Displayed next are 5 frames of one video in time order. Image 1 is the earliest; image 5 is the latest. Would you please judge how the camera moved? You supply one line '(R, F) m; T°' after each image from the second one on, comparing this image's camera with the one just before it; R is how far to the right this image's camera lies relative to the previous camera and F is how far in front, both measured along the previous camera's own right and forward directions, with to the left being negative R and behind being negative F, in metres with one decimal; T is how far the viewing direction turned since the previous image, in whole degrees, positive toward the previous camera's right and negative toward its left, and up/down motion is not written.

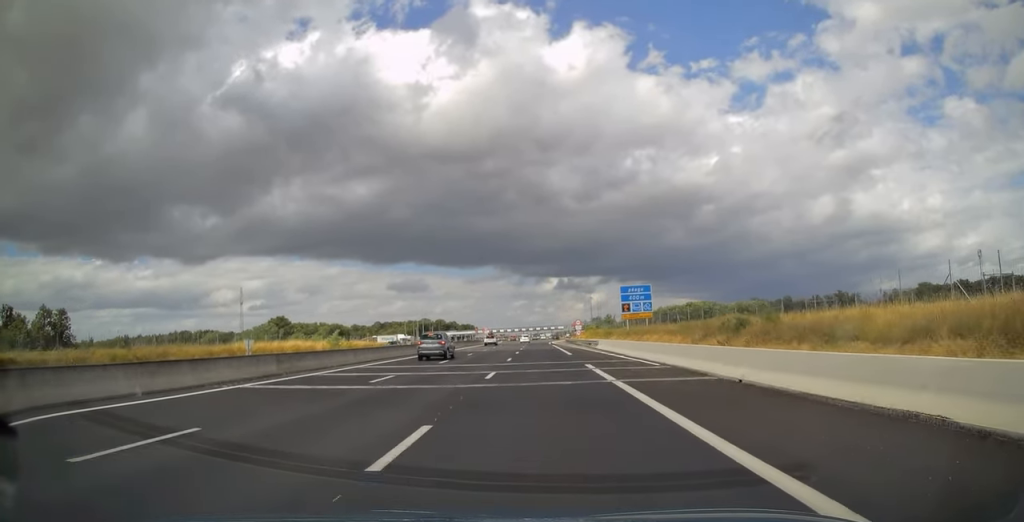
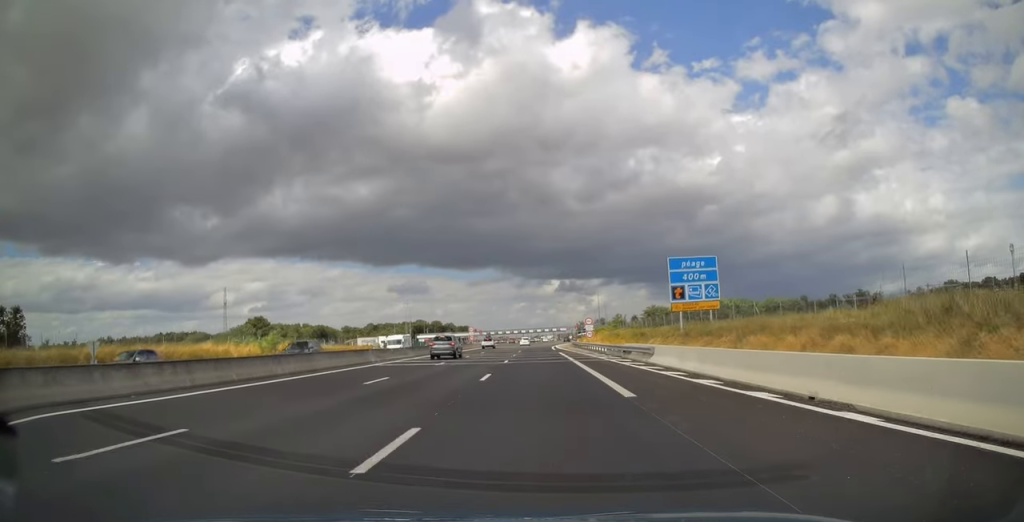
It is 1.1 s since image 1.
(0.0, +27.2) m; 0°
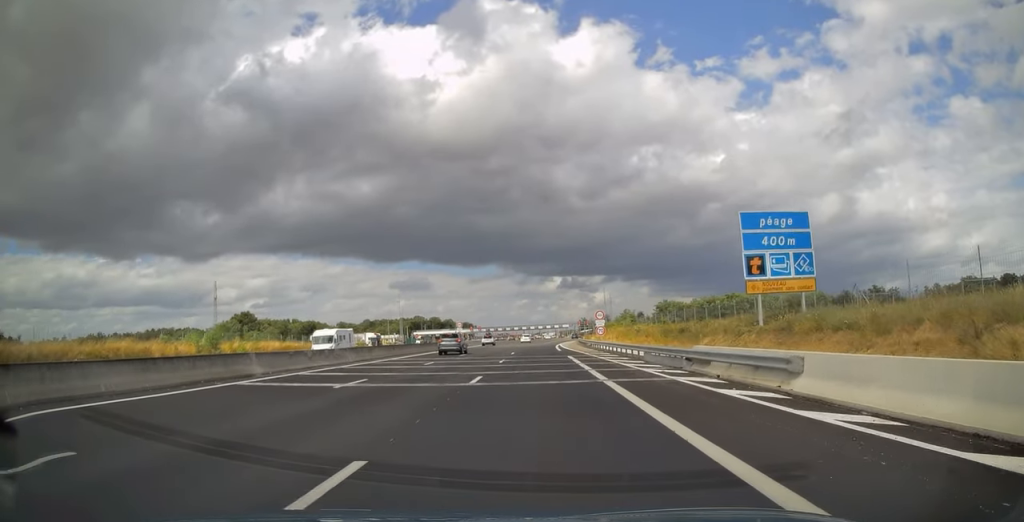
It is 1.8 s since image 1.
(-0.1, +16.5) m; 0°
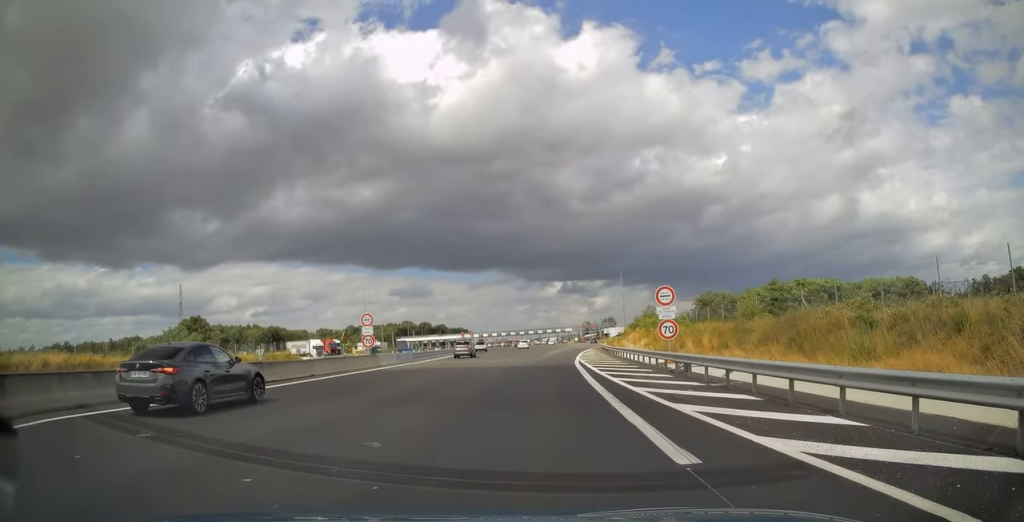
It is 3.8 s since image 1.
(+0.1, +44.2) m; 0°
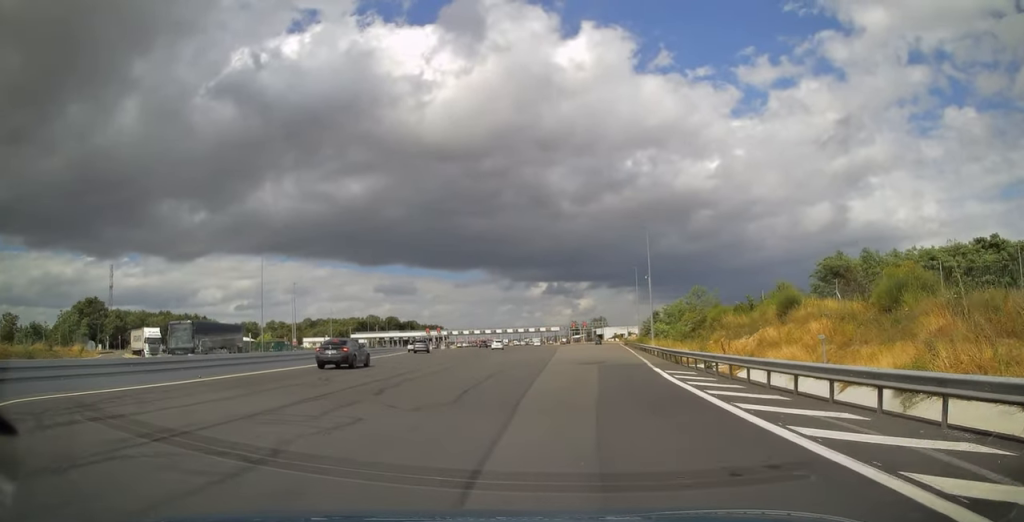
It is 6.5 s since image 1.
(+0.2, +56.2) m; +1°
